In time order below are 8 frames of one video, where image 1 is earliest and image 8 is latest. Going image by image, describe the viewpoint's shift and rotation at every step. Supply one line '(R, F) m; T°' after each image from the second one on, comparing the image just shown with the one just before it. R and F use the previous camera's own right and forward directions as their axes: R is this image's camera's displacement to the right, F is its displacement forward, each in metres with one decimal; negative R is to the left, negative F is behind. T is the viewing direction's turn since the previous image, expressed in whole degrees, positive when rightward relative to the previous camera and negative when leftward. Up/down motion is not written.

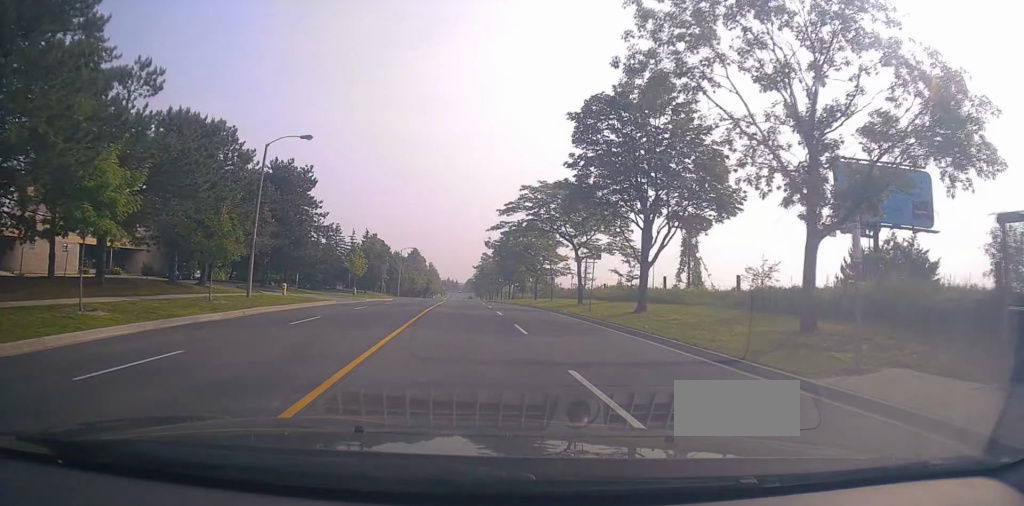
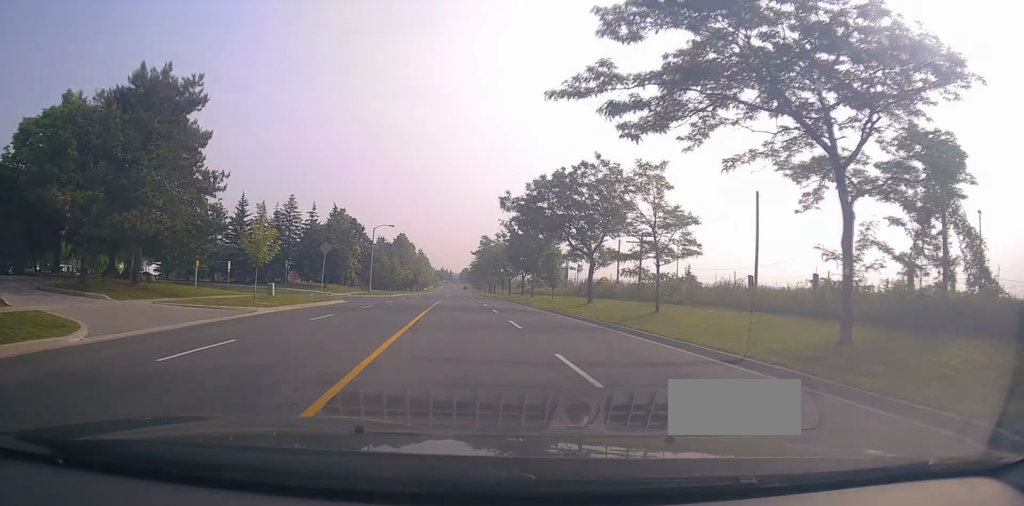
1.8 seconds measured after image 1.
(-0.4, +25.4) m; -1°
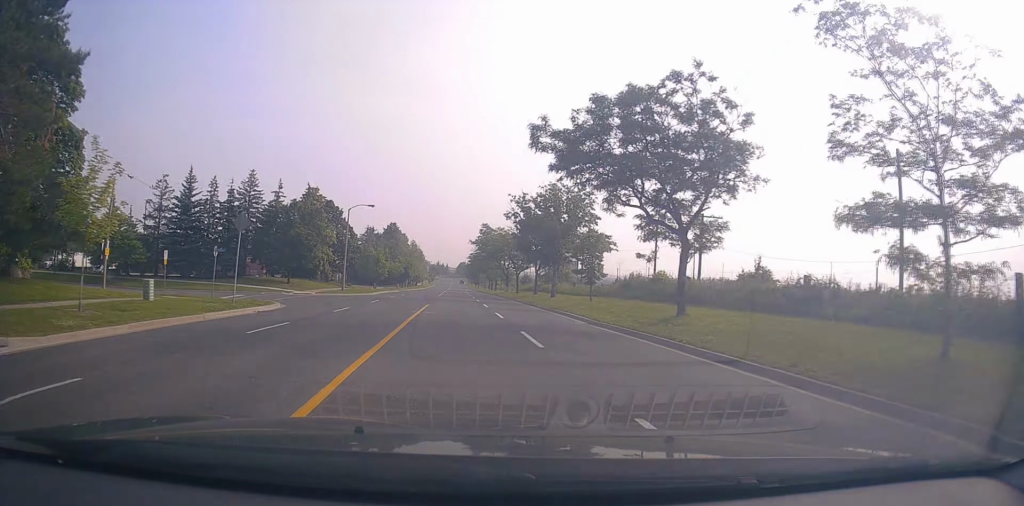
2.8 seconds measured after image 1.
(0.0, +14.2) m; 0°
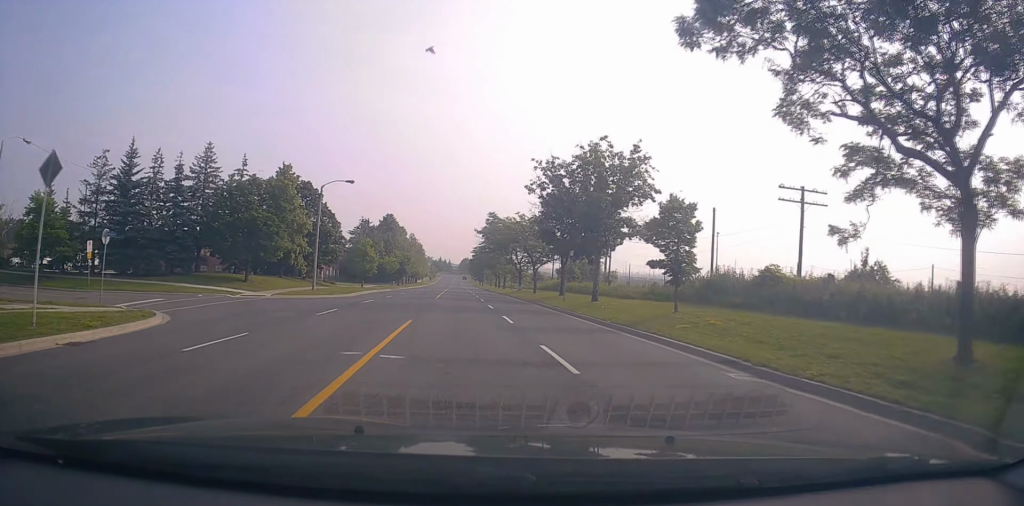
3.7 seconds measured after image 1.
(0.0, +12.3) m; +1°
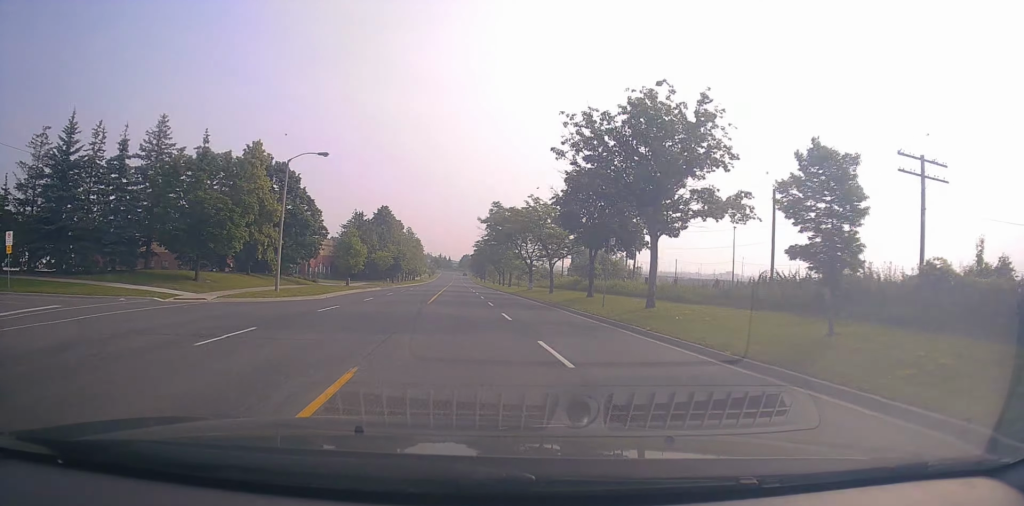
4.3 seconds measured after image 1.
(-0.2, +8.9) m; +1°
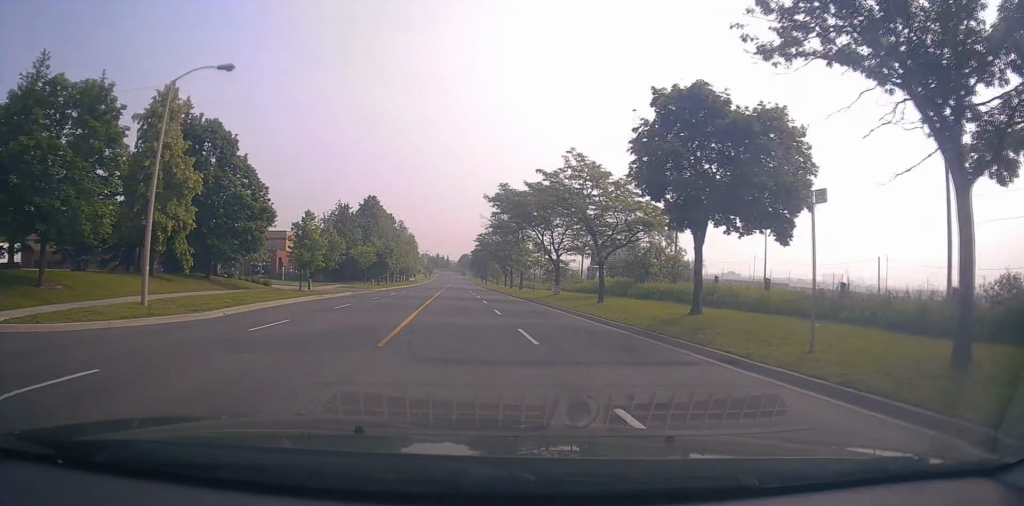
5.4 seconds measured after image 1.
(+0.6, +15.0) m; +1°
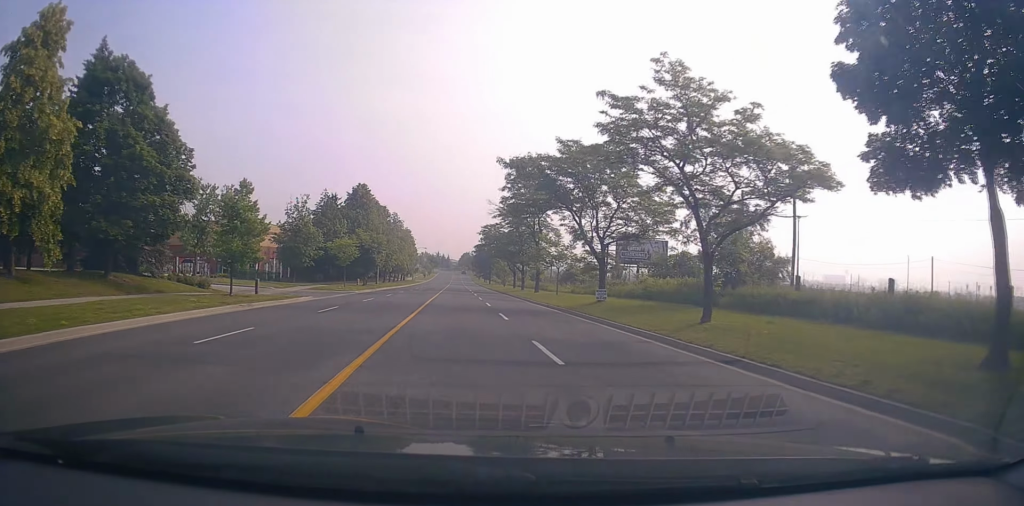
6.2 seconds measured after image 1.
(-0.5, +12.0) m; -2°
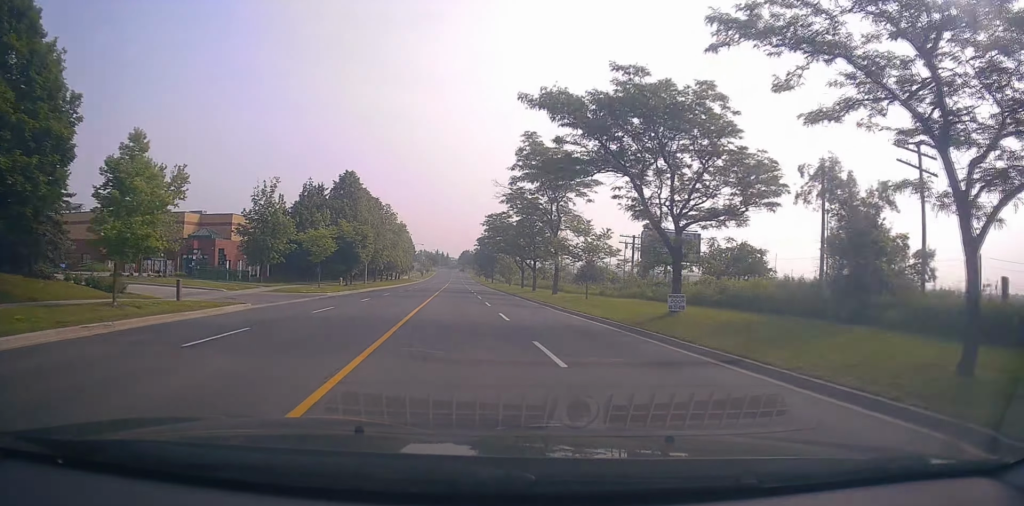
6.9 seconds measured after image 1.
(-0.1, +9.6) m; 0°
